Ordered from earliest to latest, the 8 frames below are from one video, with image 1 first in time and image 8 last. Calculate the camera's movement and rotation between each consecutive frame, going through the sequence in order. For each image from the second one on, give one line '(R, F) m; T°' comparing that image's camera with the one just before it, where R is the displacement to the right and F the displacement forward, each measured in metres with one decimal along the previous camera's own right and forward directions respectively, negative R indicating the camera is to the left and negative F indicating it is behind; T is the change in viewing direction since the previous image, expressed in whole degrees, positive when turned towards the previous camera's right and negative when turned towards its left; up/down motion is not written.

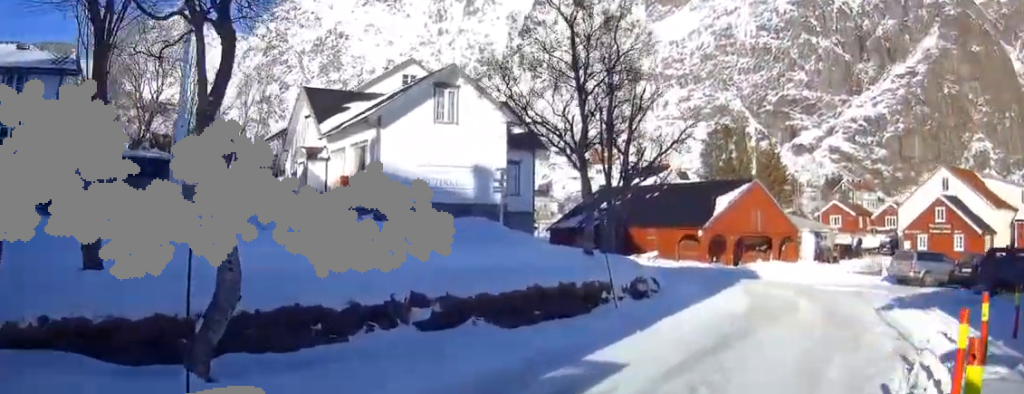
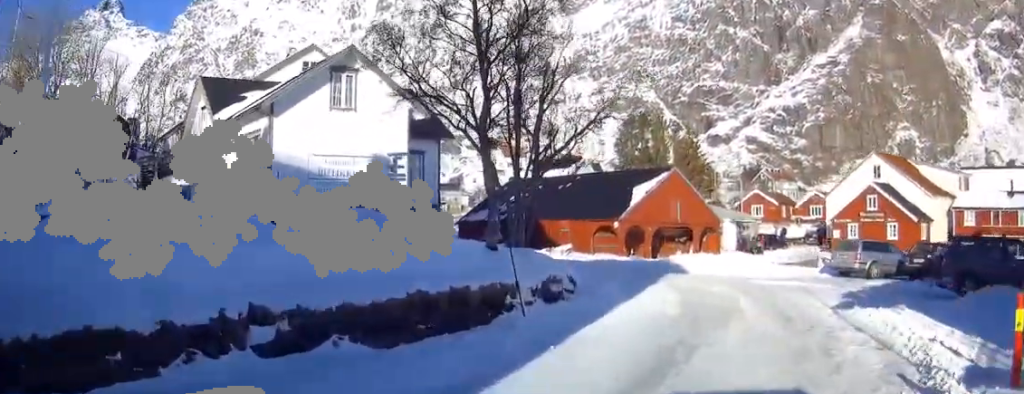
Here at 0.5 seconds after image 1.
(+0.1, +2.8) m; +7°
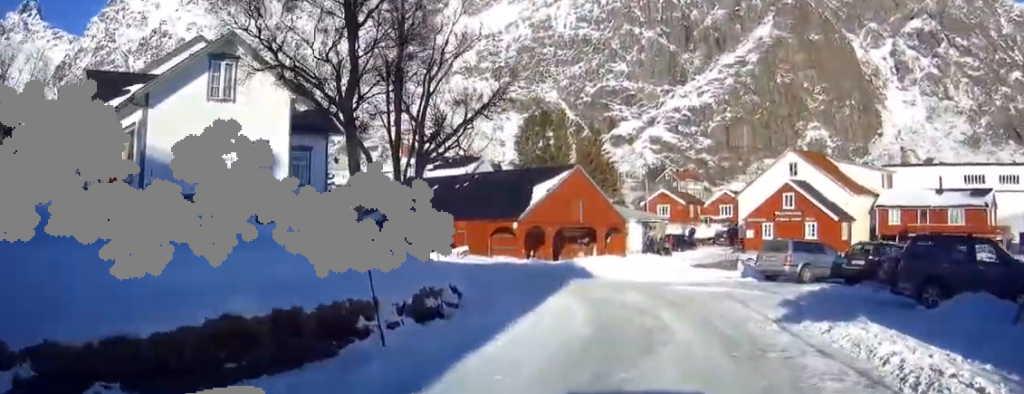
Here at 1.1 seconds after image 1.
(+0.3, +3.1) m; +7°
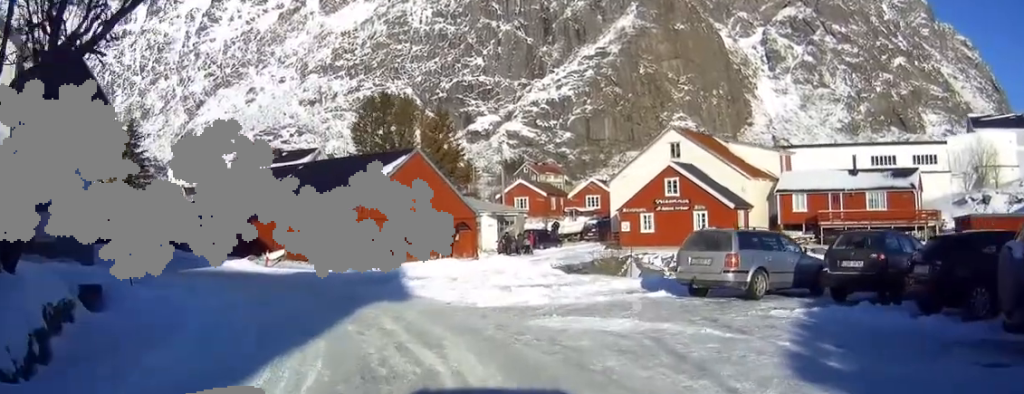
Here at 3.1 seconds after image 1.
(+1.9, +11.7) m; +8°
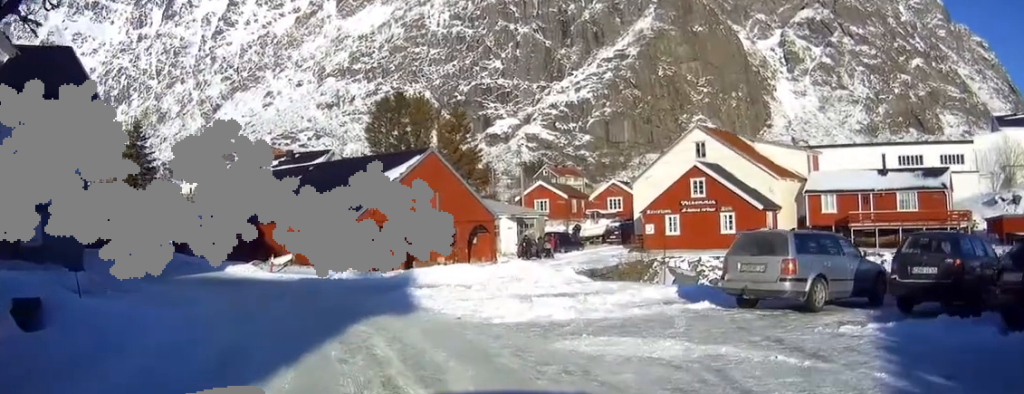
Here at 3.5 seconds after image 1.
(-0.1, +2.7) m; -3°
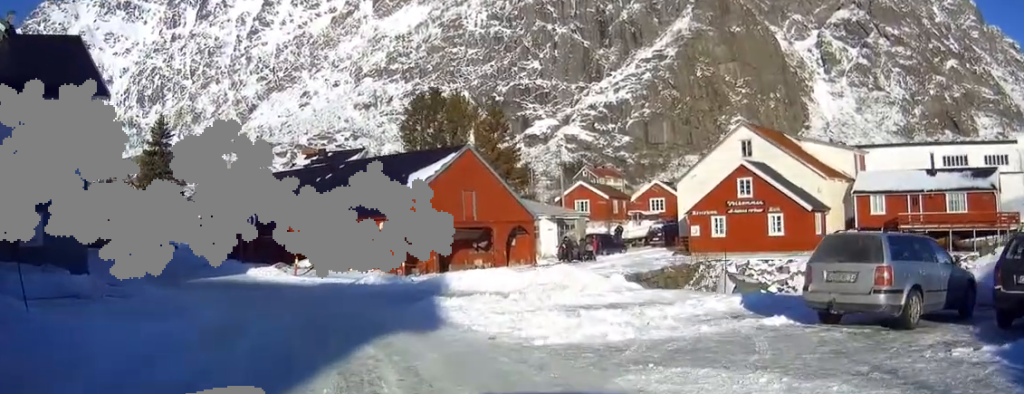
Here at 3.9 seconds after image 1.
(-0.1, +2.6) m; -3°
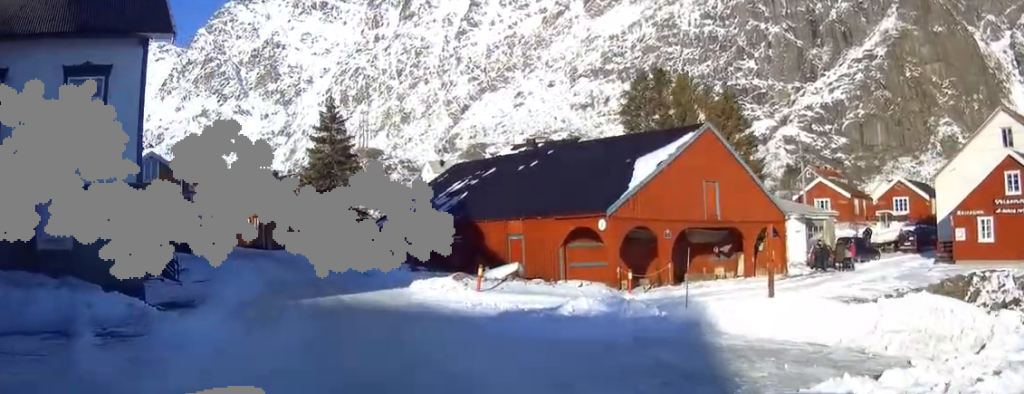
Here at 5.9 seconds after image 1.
(-1.6, +10.0) m; -21°
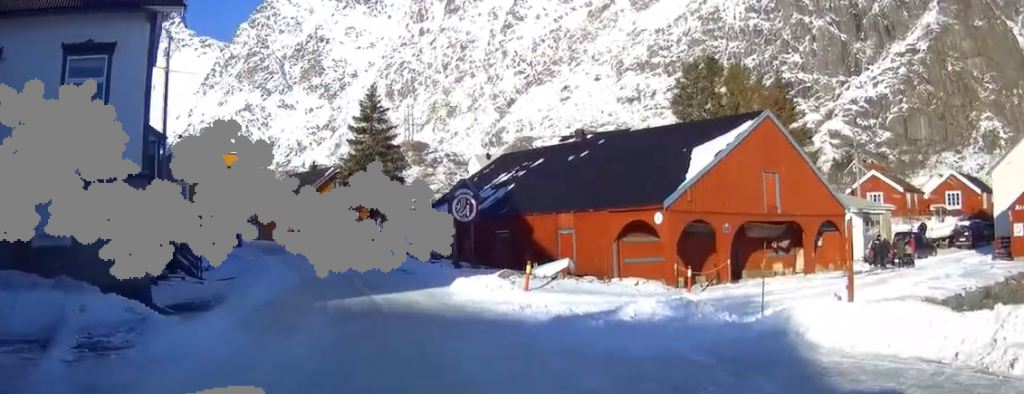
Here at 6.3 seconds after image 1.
(-0.2, +1.9) m; -5°
